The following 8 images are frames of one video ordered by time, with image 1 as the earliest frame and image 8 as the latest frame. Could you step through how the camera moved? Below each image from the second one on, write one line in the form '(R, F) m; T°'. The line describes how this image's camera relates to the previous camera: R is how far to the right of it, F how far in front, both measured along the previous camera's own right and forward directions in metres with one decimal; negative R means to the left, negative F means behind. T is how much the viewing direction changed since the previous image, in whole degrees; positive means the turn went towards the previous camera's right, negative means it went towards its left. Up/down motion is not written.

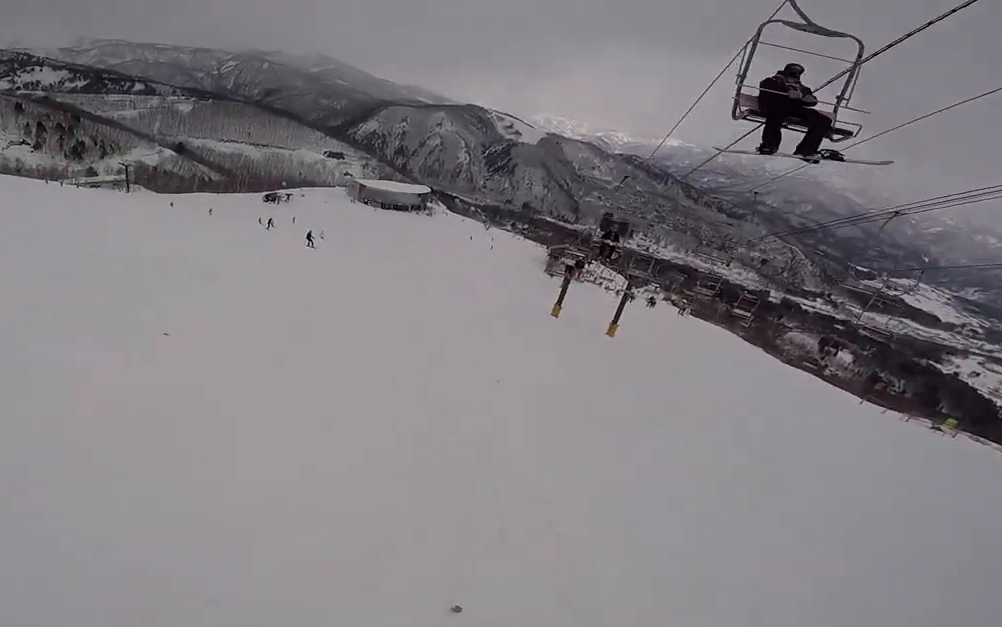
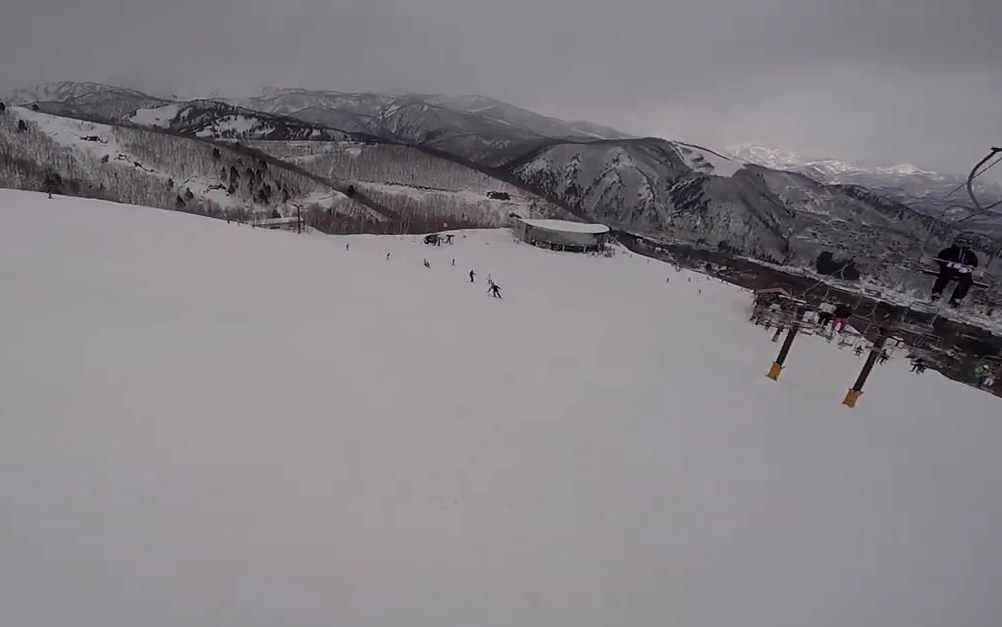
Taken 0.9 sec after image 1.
(-0.5, +2.6) m; -18°
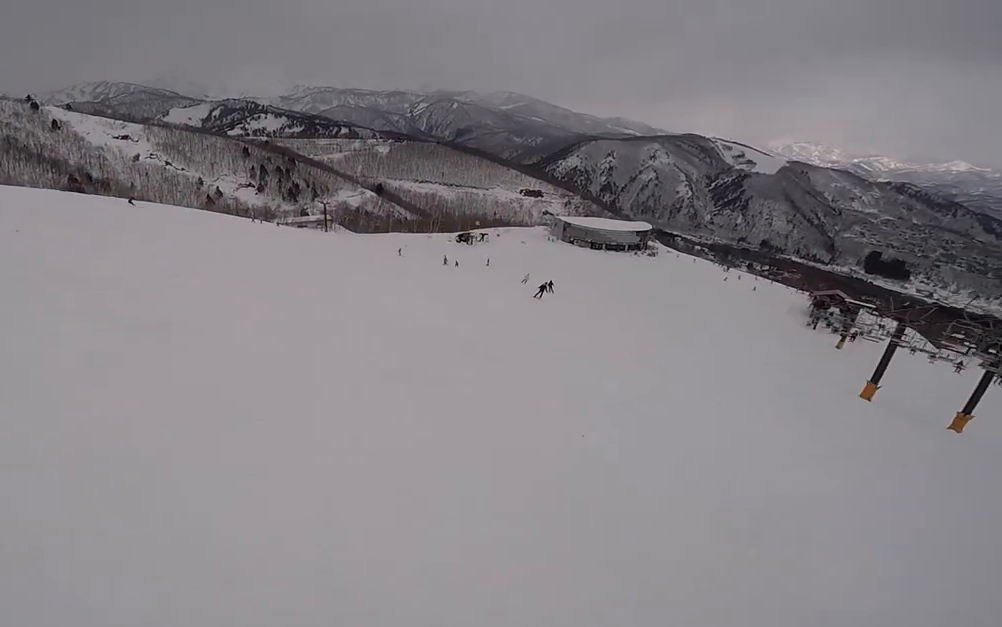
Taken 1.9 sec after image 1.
(-0.4, +4.3) m; -6°
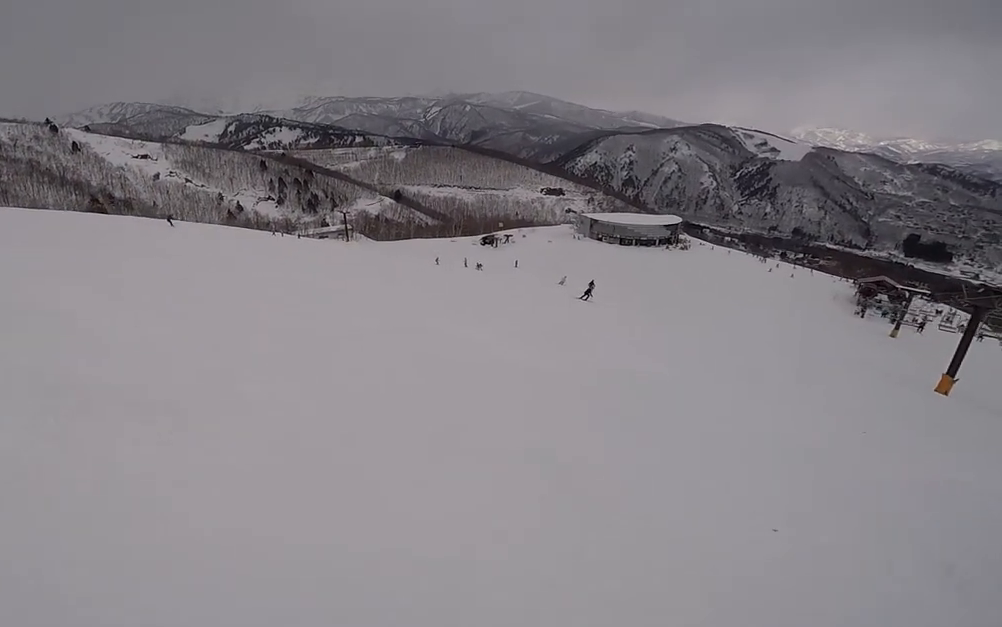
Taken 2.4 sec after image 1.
(0.0, +1.7) m; +1°
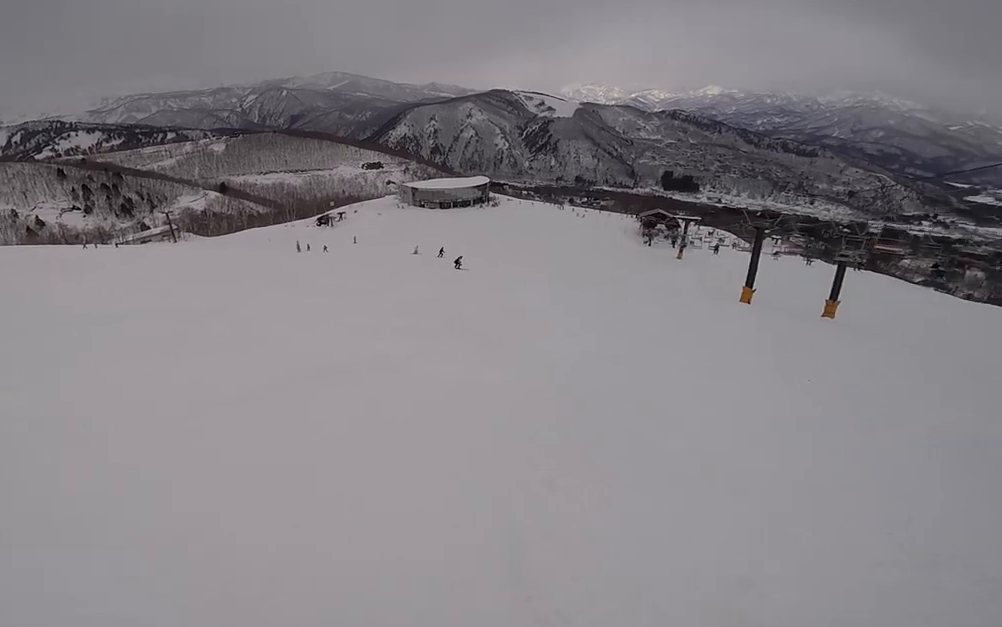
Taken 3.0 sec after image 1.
(0.0, +2.4) m; +3°
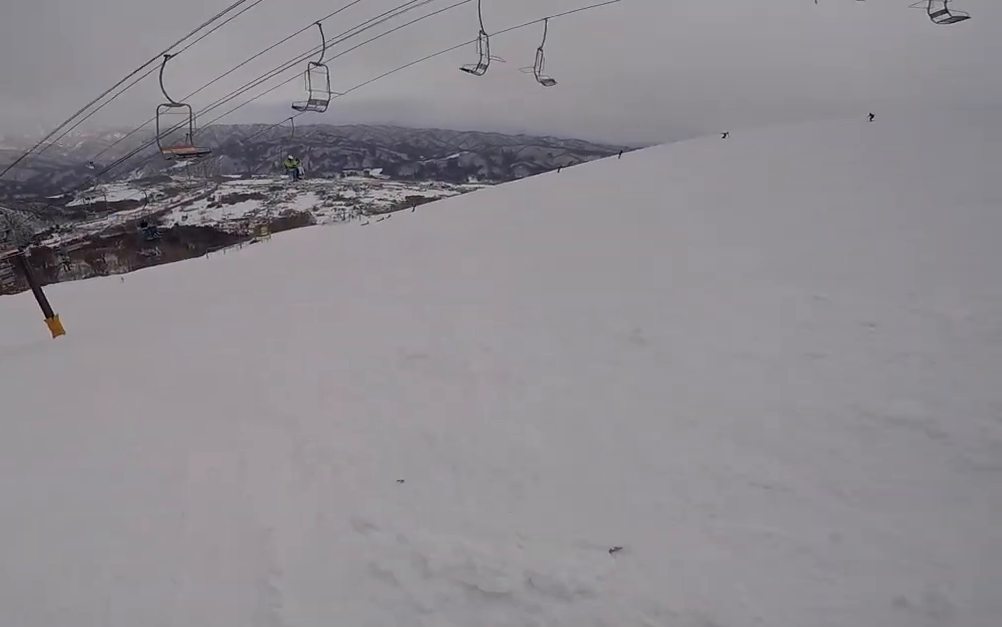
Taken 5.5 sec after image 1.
(+2.5, +6.3) m; +47°
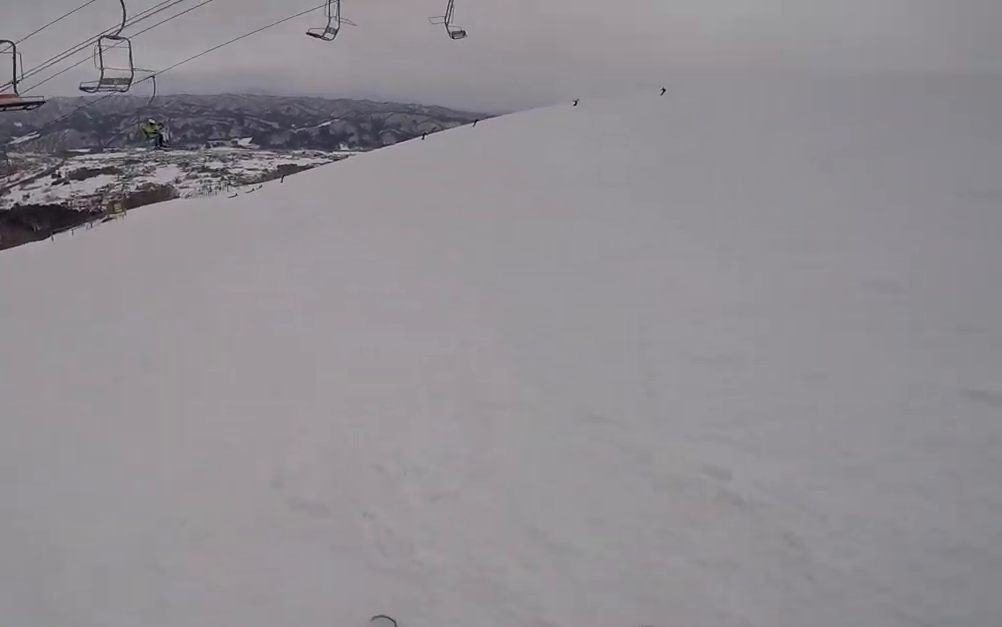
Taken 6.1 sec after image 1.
(+0.2, +1.8) m; +6°
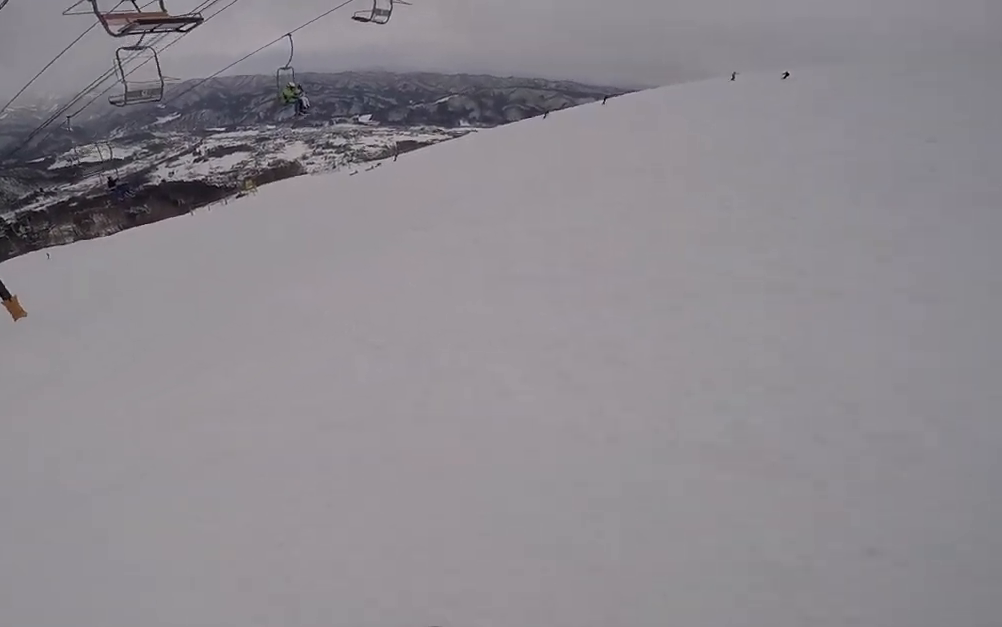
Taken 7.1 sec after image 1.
(+0.2, +2.8) m; -2°
